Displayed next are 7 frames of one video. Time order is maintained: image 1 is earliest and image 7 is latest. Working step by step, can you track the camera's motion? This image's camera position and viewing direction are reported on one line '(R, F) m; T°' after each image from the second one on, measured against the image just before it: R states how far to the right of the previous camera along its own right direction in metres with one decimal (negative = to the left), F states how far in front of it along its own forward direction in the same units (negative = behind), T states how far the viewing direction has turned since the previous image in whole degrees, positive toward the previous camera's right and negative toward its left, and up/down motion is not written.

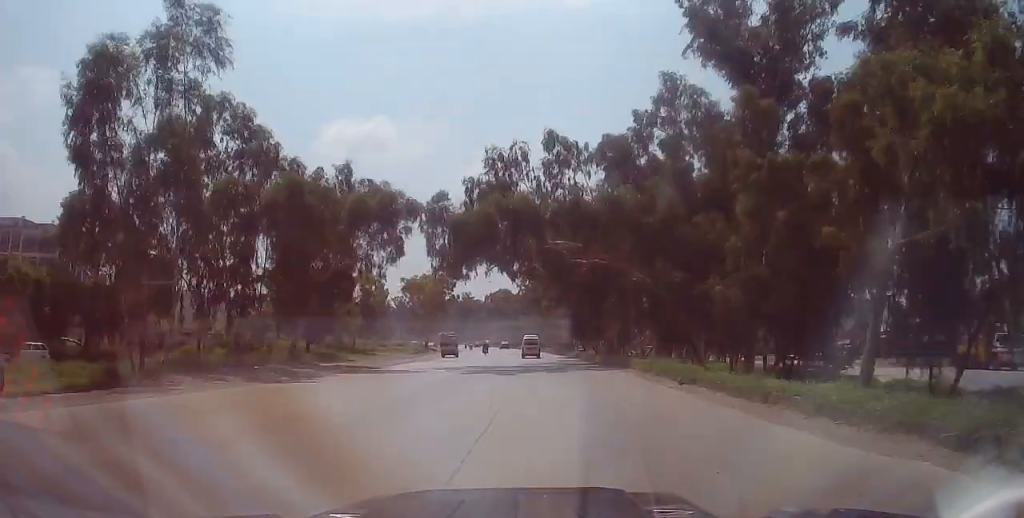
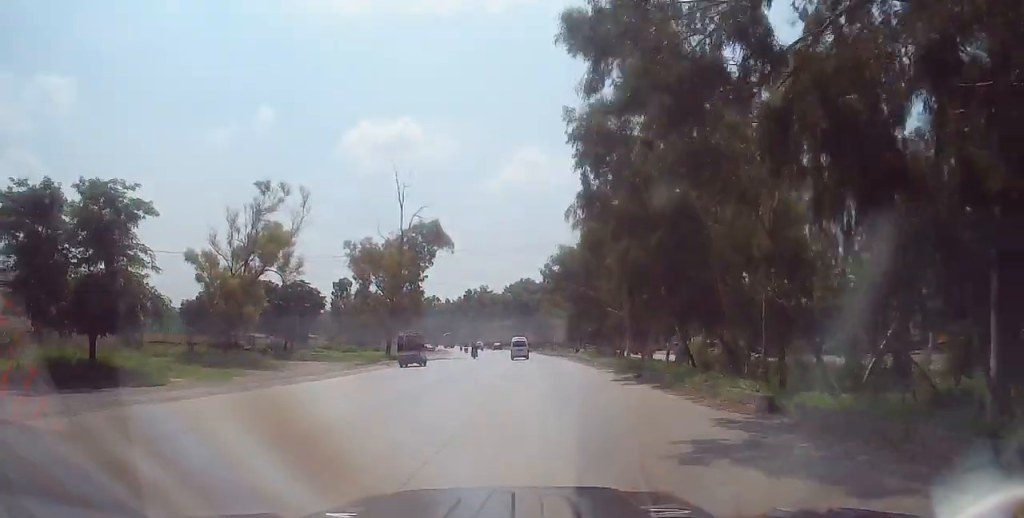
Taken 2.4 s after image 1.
(-0.8, +41.8) m; -3°
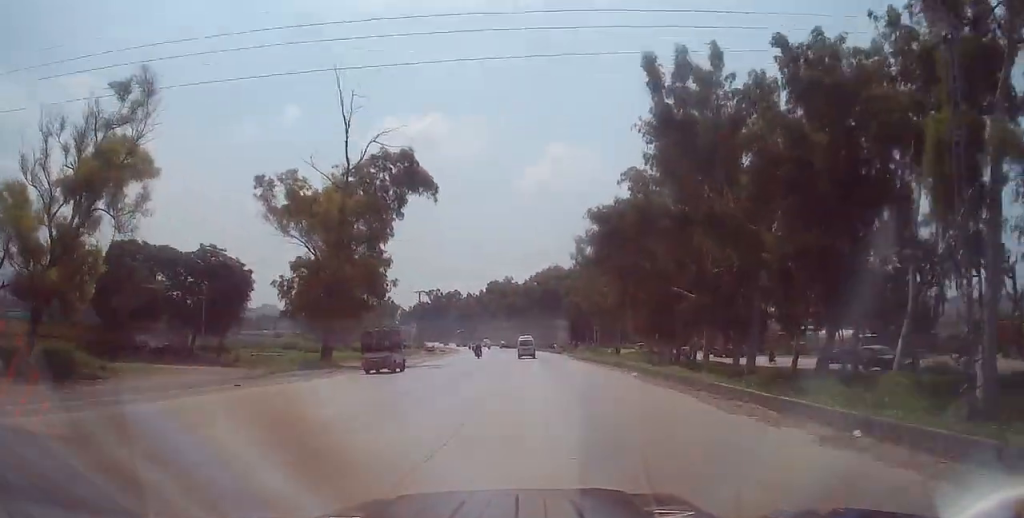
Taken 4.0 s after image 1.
(-0.9, +26.6) m; -3°
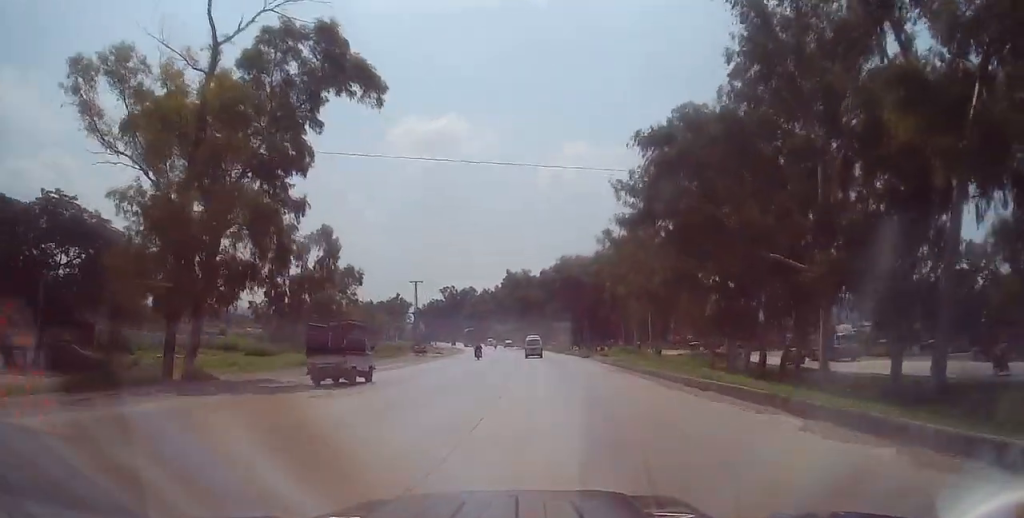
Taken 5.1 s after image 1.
(-0.2, +20.0) m; -1°
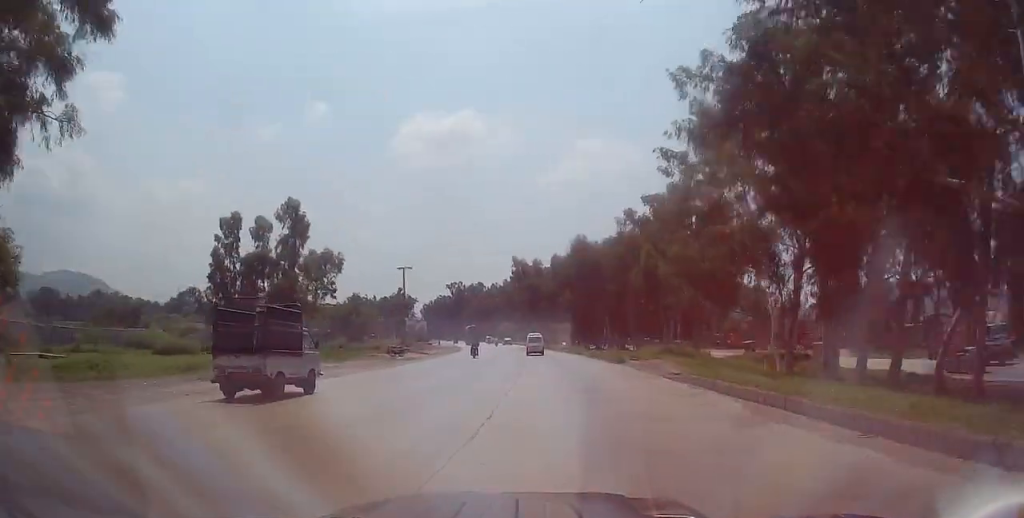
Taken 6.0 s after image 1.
(-0.2, +16.0) m; -2°
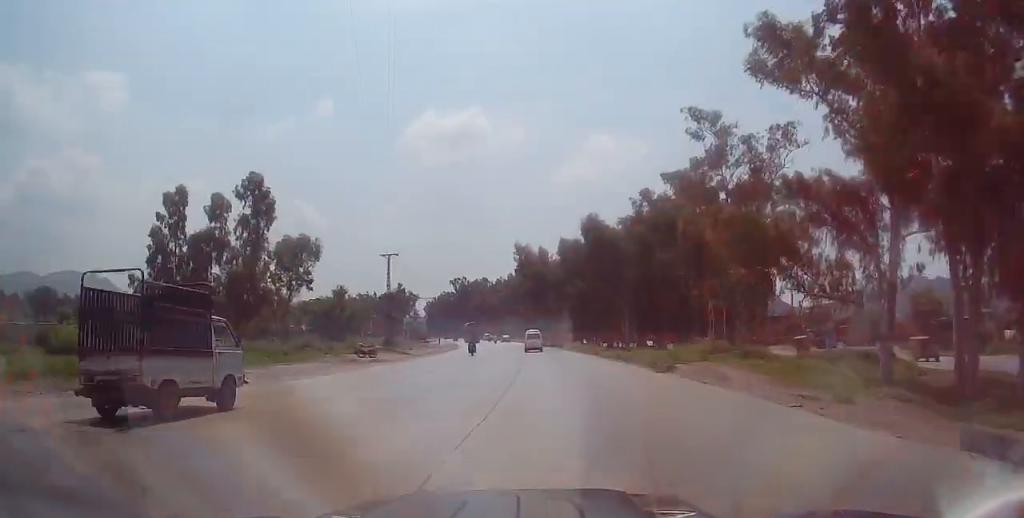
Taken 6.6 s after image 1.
(-0.1, +11.2) m; -1°
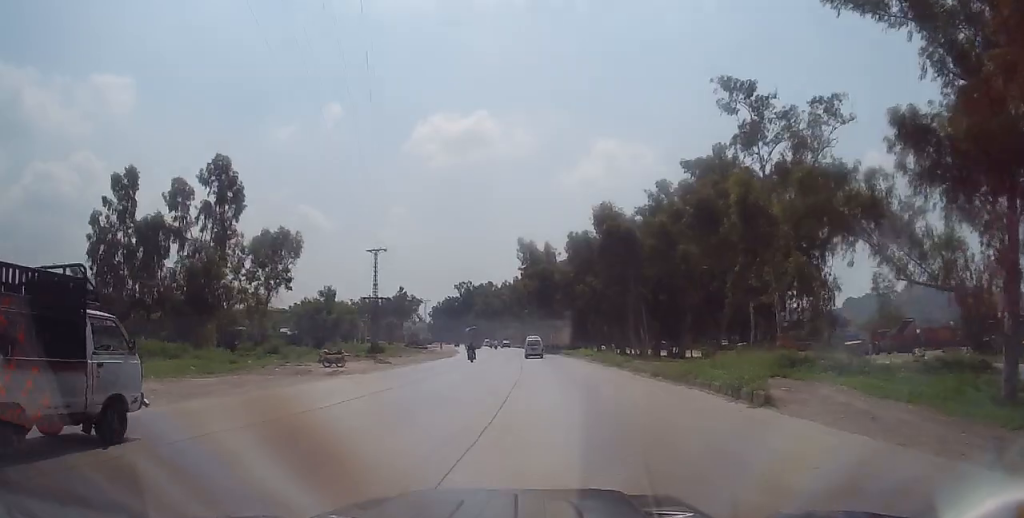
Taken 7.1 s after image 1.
(-0.1, +8.3) m; -1°
